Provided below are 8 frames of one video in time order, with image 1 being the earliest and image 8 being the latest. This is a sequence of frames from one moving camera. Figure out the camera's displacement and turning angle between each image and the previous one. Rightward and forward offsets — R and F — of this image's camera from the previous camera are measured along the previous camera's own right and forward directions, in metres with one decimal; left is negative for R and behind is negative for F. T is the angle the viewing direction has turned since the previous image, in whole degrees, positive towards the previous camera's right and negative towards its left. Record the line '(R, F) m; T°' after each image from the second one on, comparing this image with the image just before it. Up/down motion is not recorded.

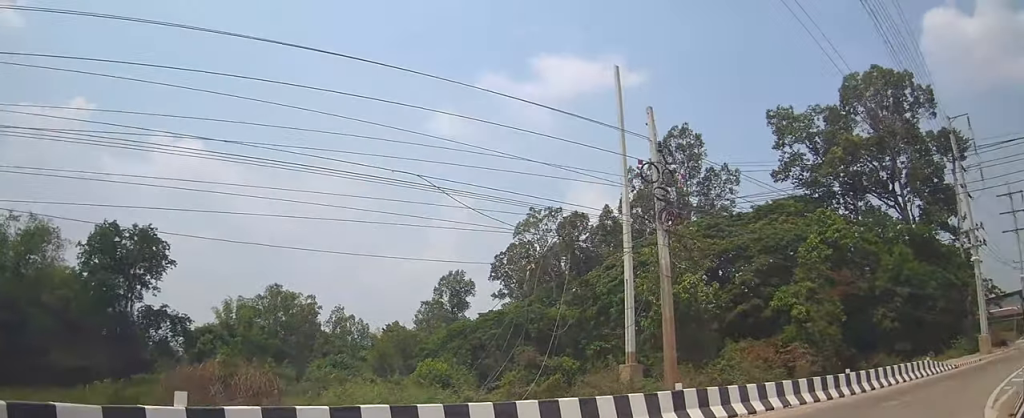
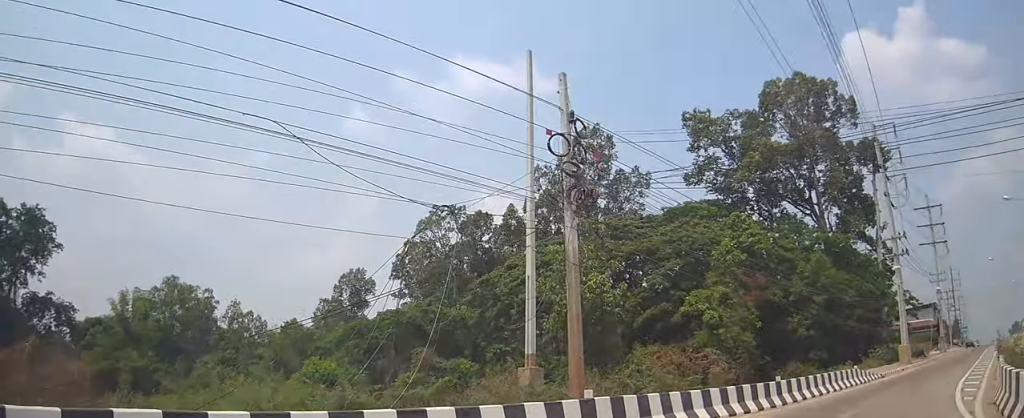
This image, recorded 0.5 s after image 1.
(+0.4, +3.5) m; +7°
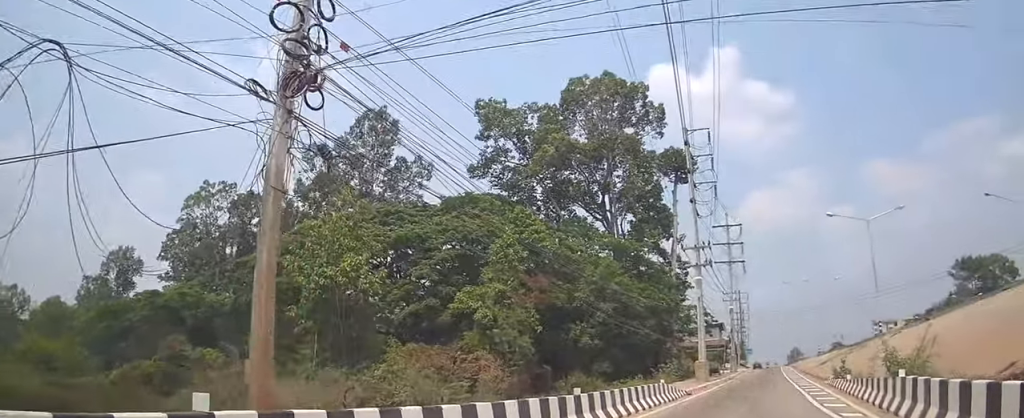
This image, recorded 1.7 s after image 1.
(0.0, +7.3) m; +3°
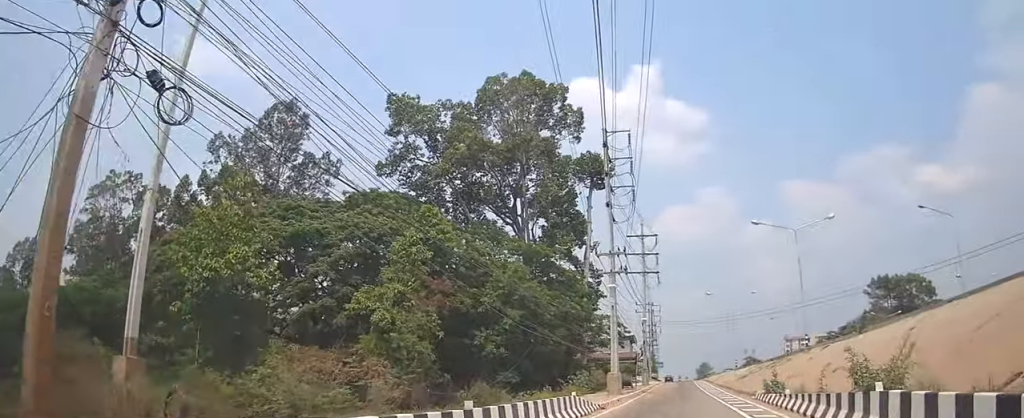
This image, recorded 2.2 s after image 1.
(0.0, +3.1) m; +3°
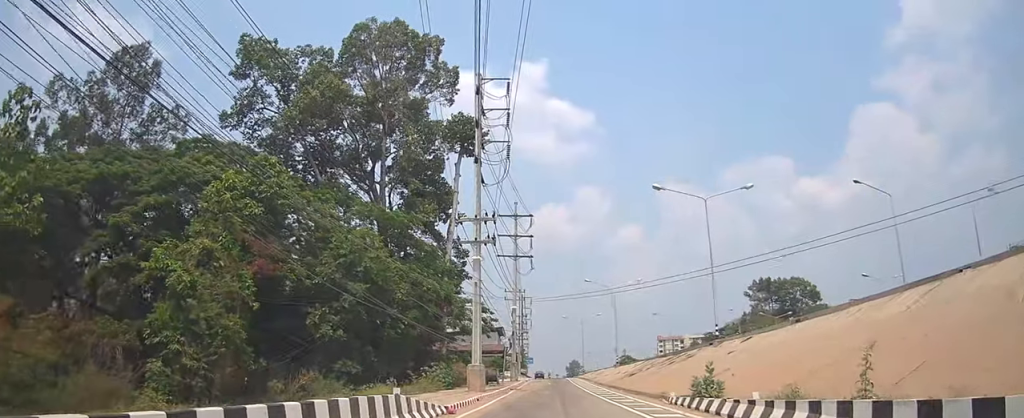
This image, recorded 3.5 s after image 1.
(+0.8, +8.9) m; +7°
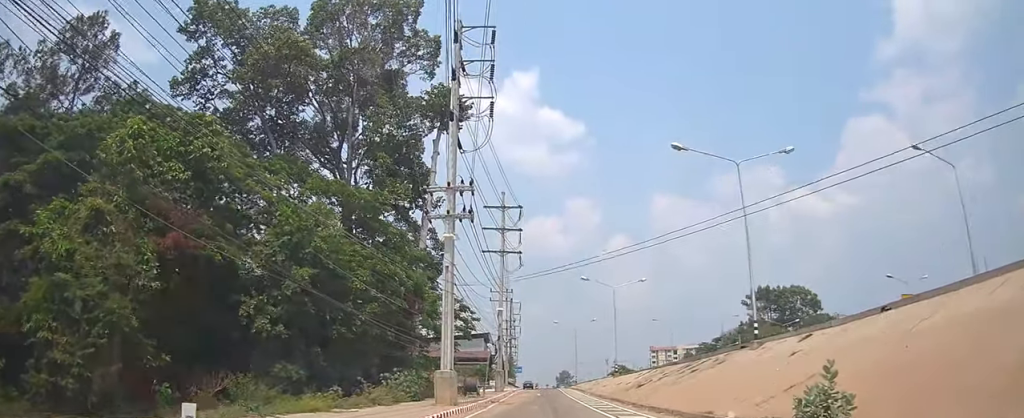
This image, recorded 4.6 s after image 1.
(0.0, +8.2) m; +2°
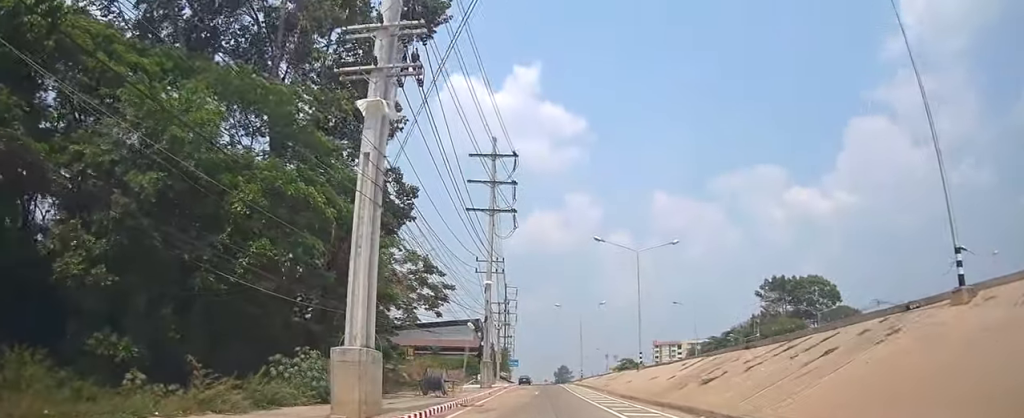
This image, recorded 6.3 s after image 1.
(+1.5, +15.4) m; +11°
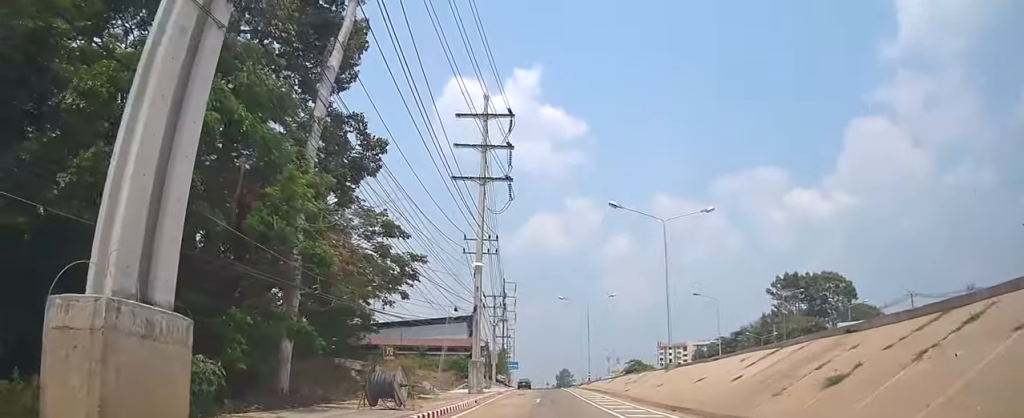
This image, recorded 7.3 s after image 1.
(+0.5, +11.4) m; +3°
